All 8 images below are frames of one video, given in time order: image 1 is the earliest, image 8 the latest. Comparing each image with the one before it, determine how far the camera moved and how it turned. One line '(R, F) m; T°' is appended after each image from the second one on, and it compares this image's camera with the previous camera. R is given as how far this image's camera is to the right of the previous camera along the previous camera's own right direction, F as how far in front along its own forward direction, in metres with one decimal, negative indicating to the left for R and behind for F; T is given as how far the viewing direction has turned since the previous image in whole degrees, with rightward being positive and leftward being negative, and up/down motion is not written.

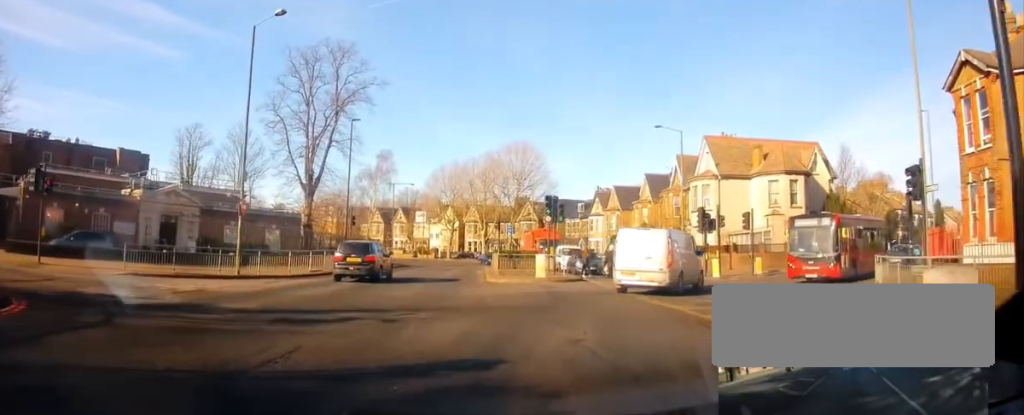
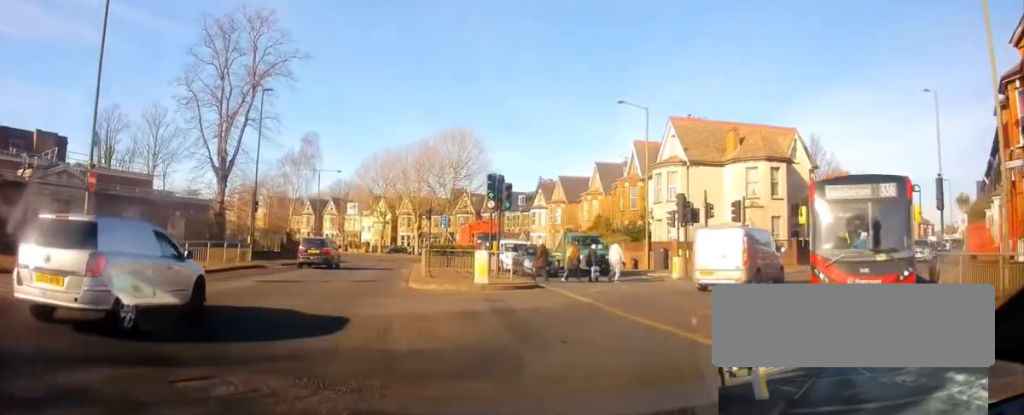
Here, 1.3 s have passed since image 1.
(+0.3, +7.1) m; +5°
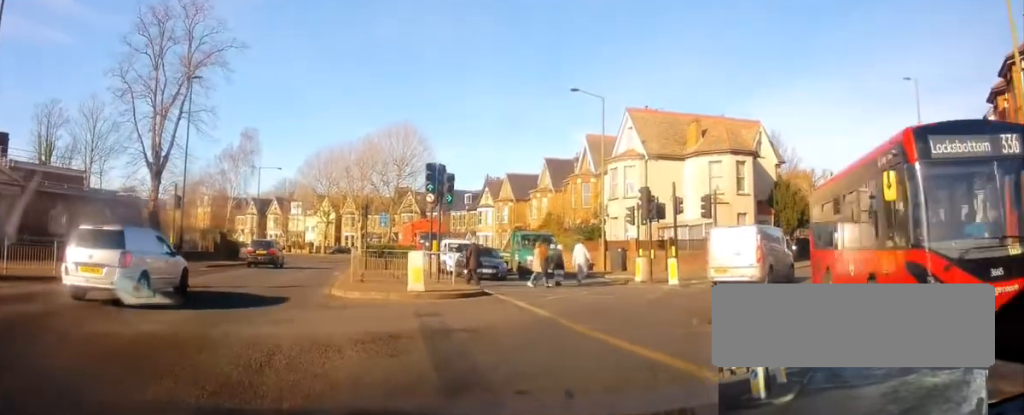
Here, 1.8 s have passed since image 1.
(-0.1, +2.8) m; +3°
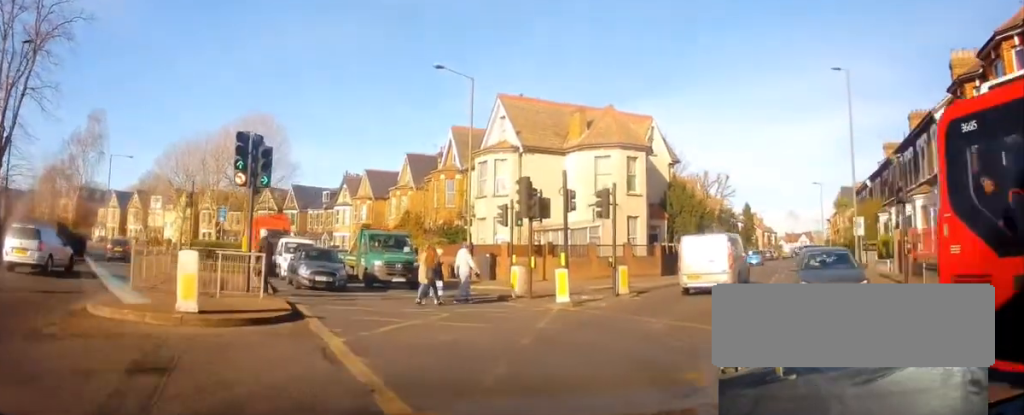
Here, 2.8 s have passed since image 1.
(+0.5, +5.4) m; +14°
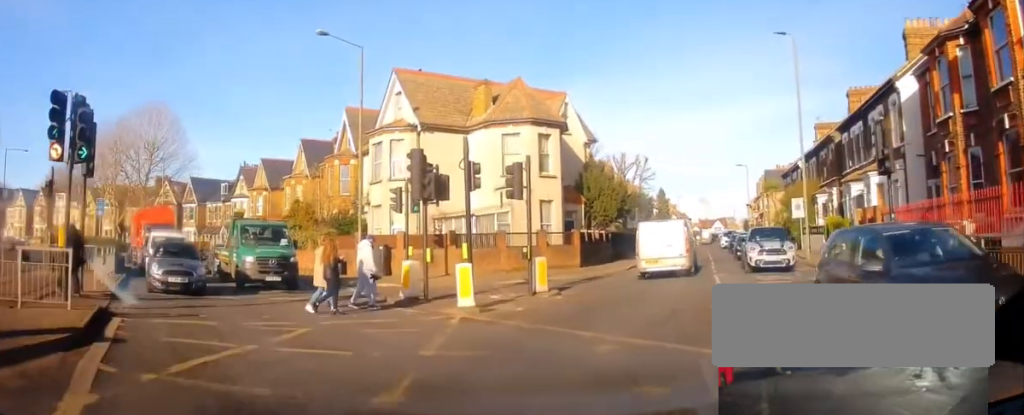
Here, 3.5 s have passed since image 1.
(+0.5, +3.7) m; +9°
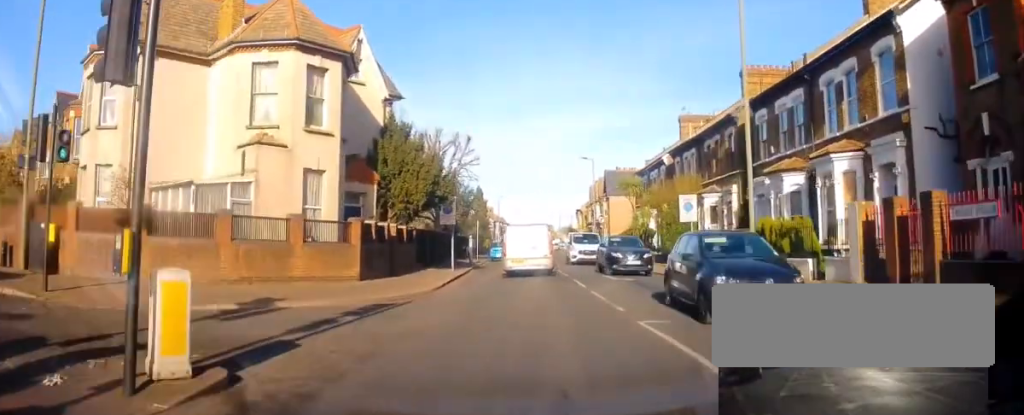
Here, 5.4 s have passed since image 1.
(+1.8, +11.0) m; +16°
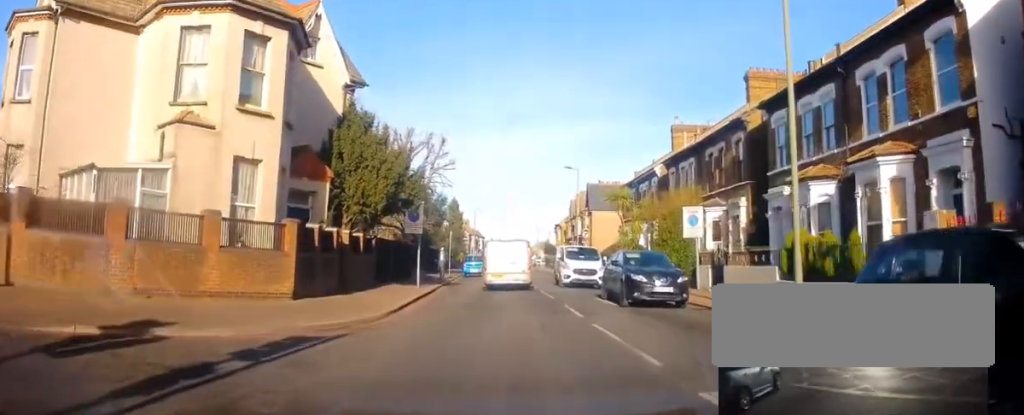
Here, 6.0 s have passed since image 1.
(+0.1, +3.7) m; +4°
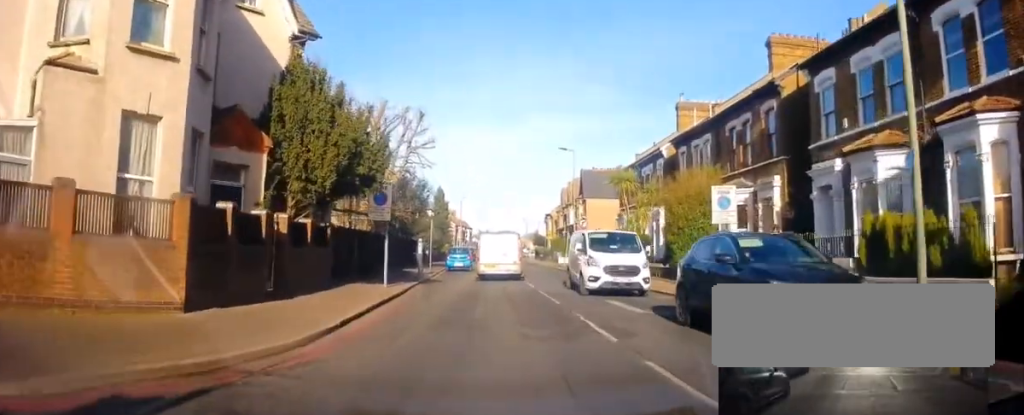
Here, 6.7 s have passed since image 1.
(+0.2, +4.4) m; +2°
